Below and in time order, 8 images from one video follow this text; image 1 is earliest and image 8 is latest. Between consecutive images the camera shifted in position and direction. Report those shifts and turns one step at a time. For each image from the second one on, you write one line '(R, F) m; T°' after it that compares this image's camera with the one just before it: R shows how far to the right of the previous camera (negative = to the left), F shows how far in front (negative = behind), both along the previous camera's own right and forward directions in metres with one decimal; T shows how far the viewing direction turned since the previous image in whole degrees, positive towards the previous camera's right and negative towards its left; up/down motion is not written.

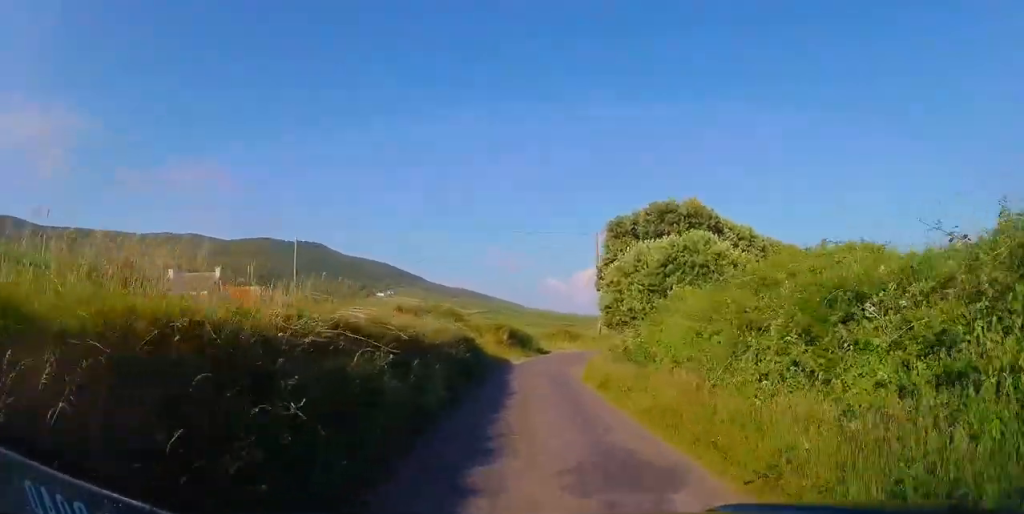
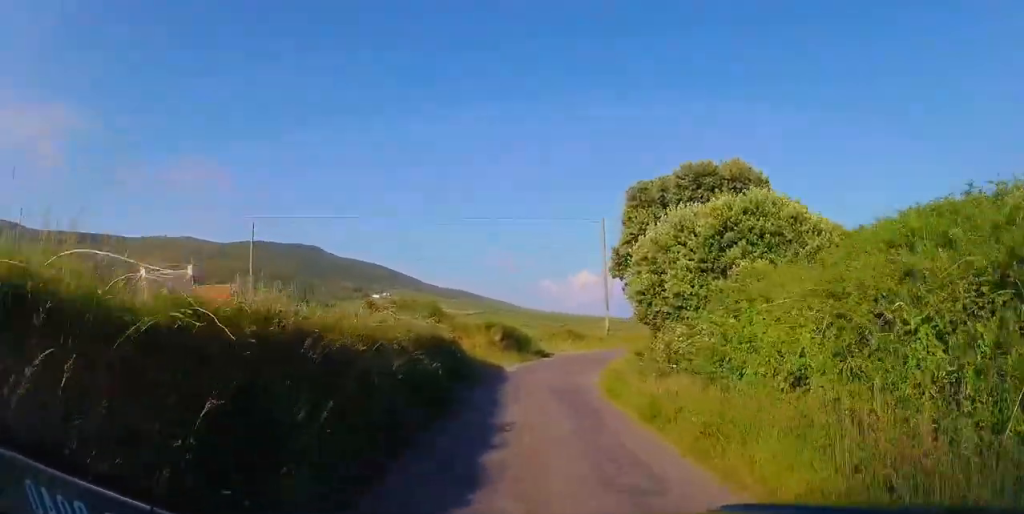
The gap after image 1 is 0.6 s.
(0.0, +5.6) m; +1°
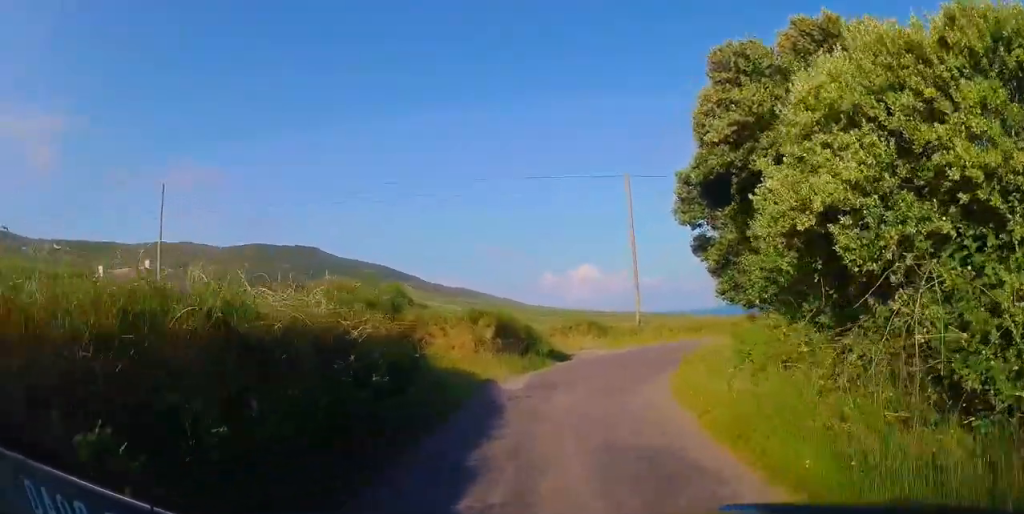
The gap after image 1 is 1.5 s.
(+0.2, +8.8) m; +1°
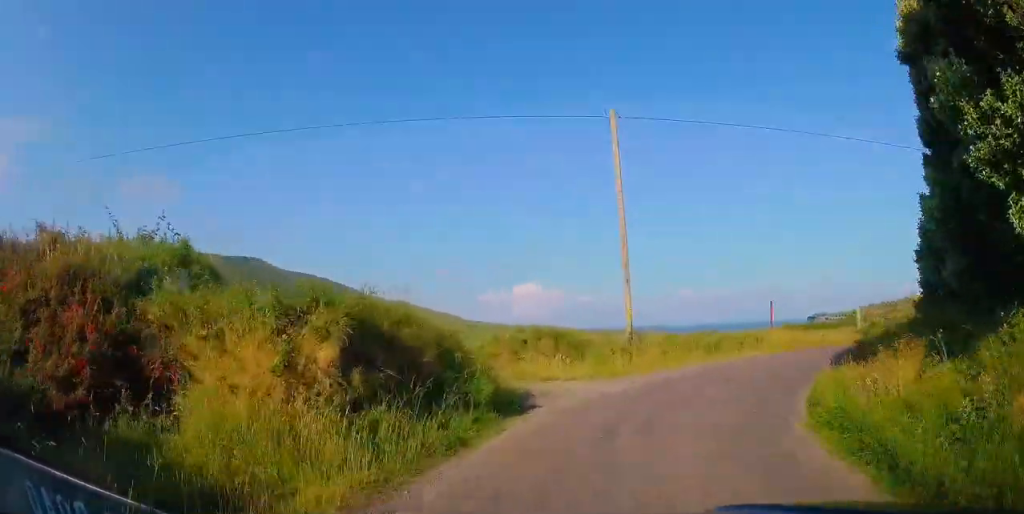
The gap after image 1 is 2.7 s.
(0.0, +10.2) m; +4°
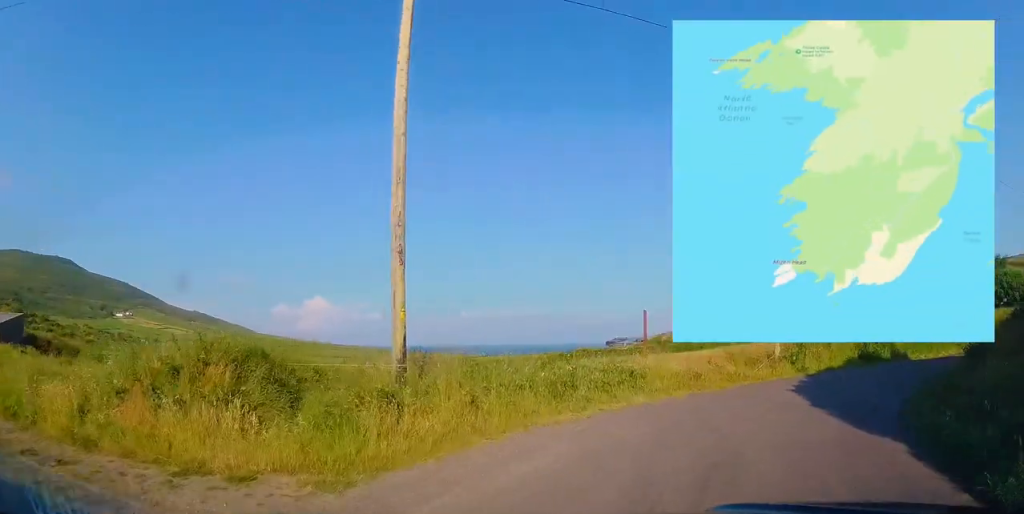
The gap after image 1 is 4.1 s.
(+1.4, +9.8) m; +23°
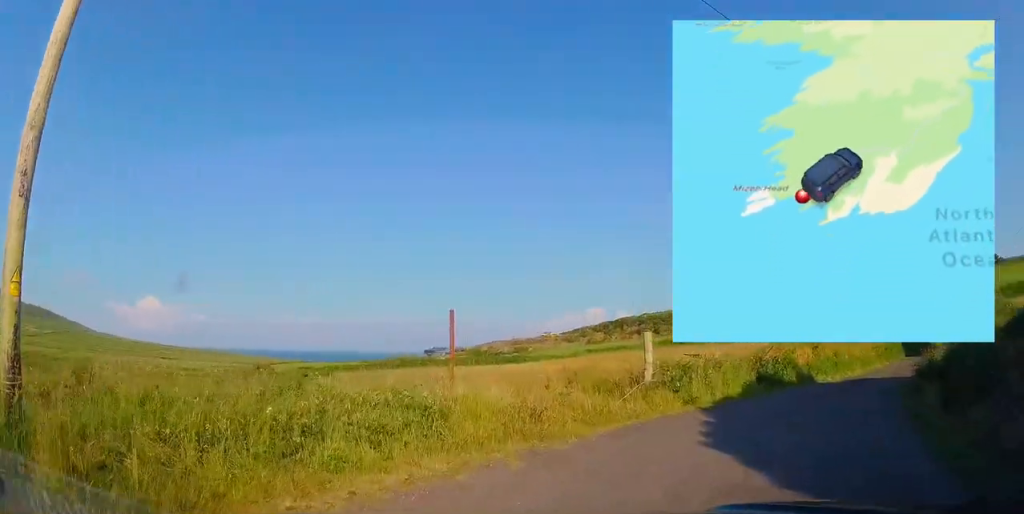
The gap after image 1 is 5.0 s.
(+0.8, +5.1) m; +21°
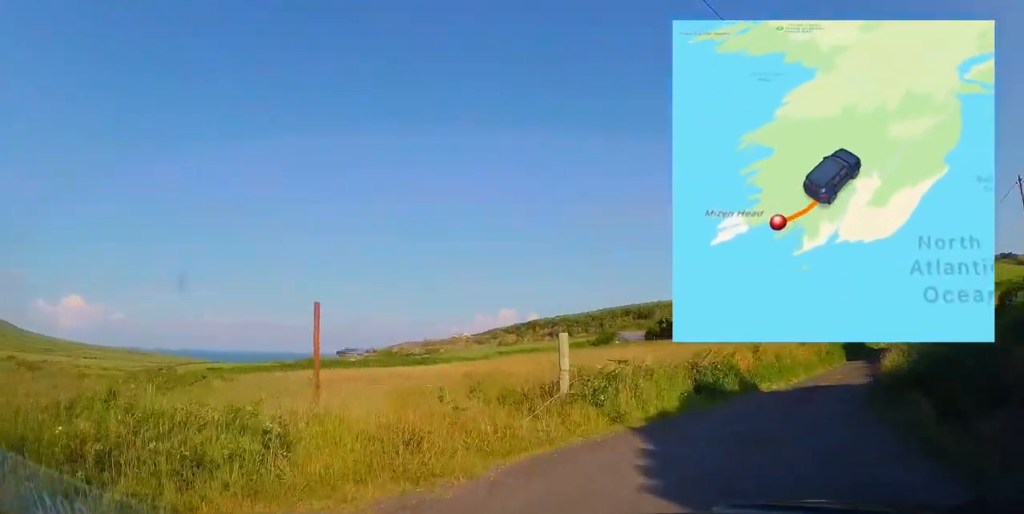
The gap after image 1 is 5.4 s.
(+0.4, +2.1) m; +11°
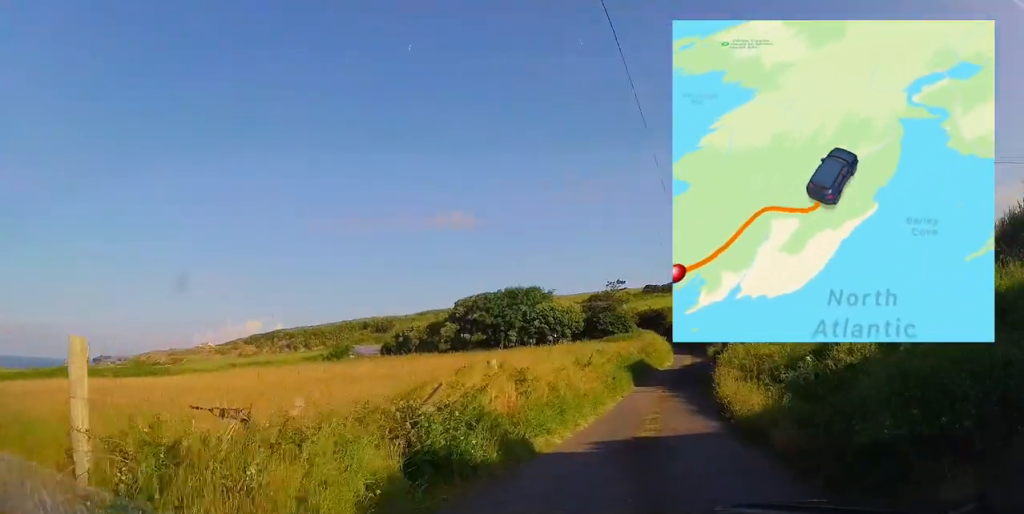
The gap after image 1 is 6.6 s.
(+1.7, +6.0) m; +27°
